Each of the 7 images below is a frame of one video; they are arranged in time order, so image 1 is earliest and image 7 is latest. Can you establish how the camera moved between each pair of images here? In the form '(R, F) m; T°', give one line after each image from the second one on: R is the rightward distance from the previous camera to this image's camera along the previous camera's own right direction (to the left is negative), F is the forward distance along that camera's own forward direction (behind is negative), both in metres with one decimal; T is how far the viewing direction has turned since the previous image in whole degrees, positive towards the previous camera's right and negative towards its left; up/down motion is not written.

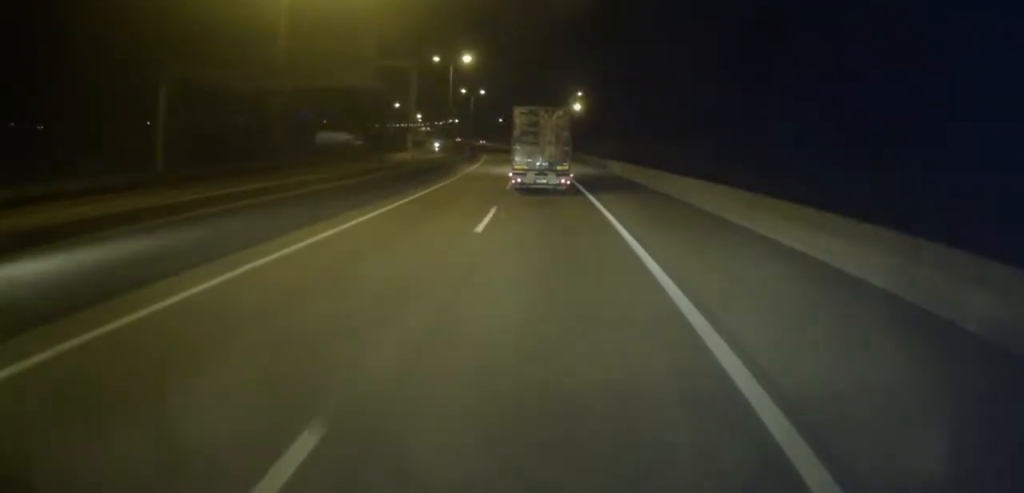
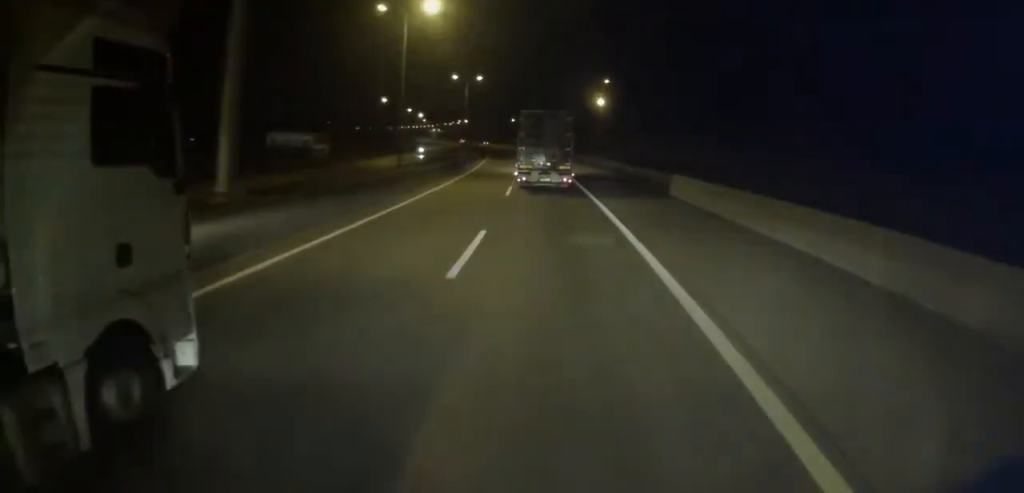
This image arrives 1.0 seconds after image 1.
(-0.6, +21.9) m; -2°
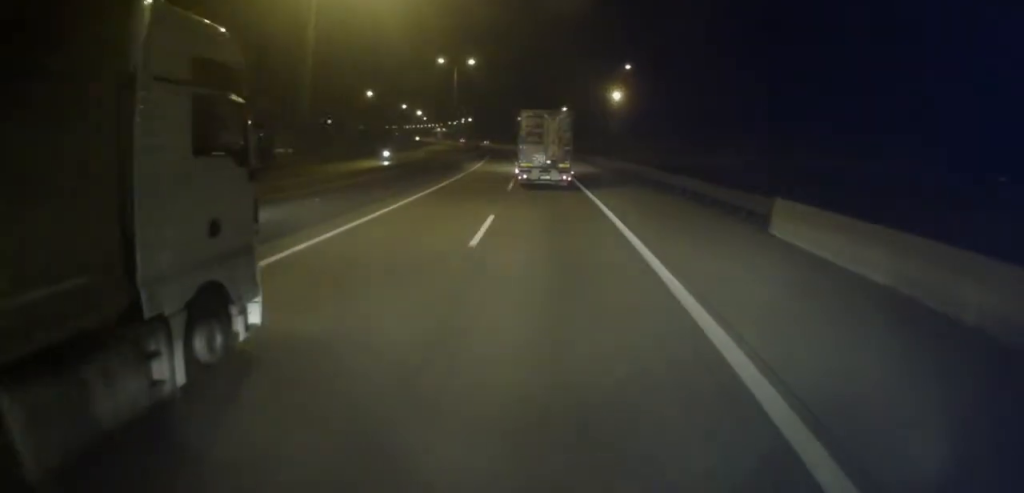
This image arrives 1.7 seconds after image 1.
(-0.2, +14.6) m; -1°
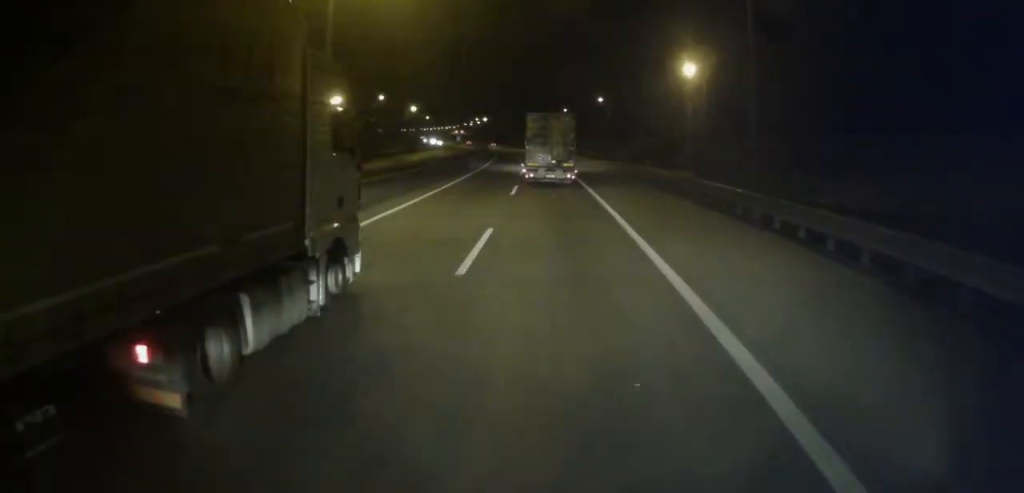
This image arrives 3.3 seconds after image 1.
(-0.4, +36.5) m; -1°
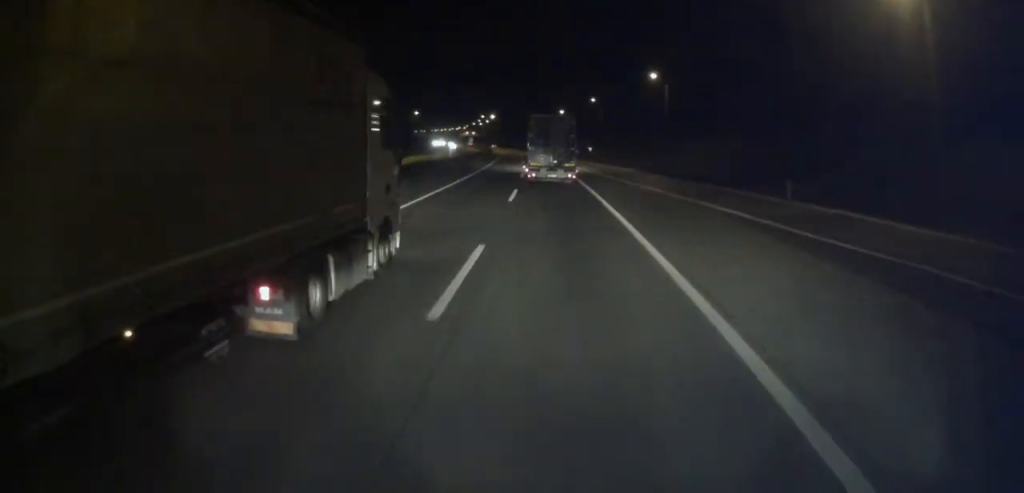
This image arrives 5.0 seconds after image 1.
(-0.5, +36.2) m; -2°
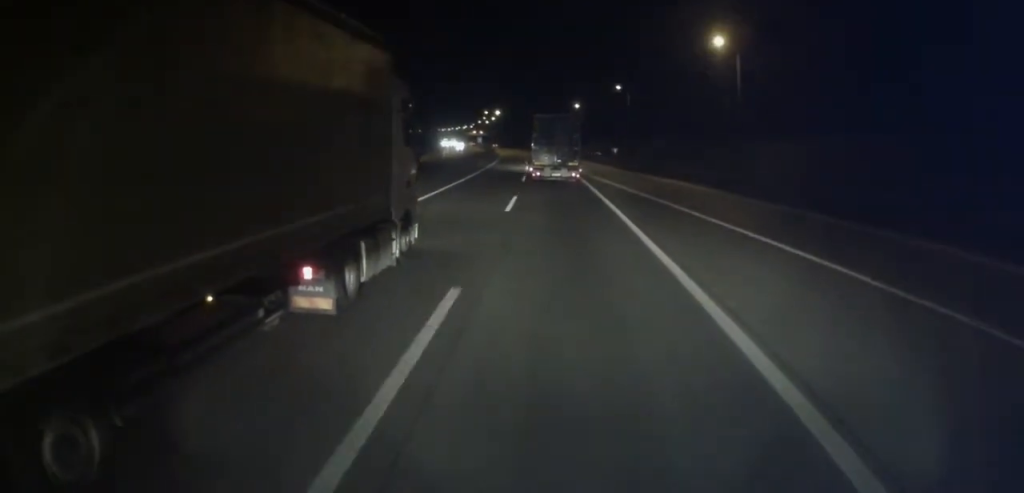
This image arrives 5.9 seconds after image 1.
(-0.3, +23.0) m; -1°
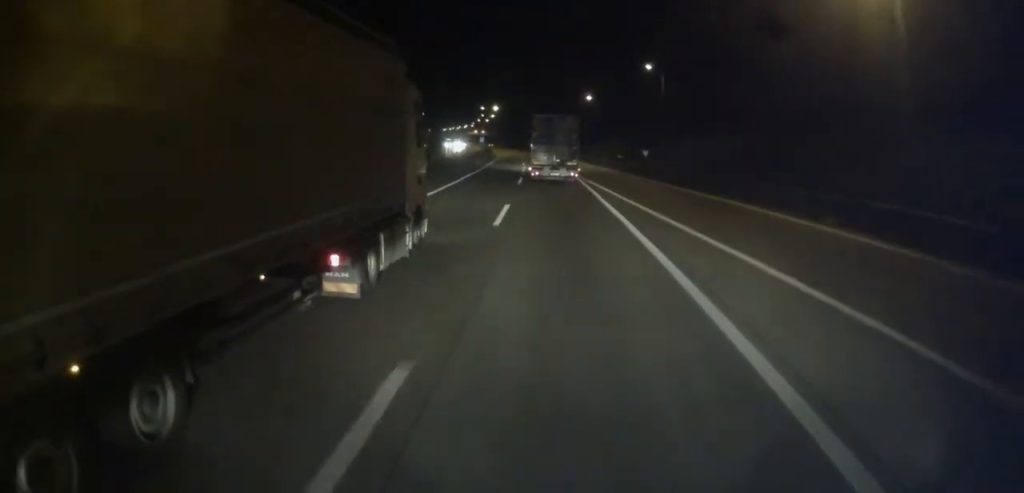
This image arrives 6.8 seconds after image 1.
(-0.1, +23.9) m; -1°
